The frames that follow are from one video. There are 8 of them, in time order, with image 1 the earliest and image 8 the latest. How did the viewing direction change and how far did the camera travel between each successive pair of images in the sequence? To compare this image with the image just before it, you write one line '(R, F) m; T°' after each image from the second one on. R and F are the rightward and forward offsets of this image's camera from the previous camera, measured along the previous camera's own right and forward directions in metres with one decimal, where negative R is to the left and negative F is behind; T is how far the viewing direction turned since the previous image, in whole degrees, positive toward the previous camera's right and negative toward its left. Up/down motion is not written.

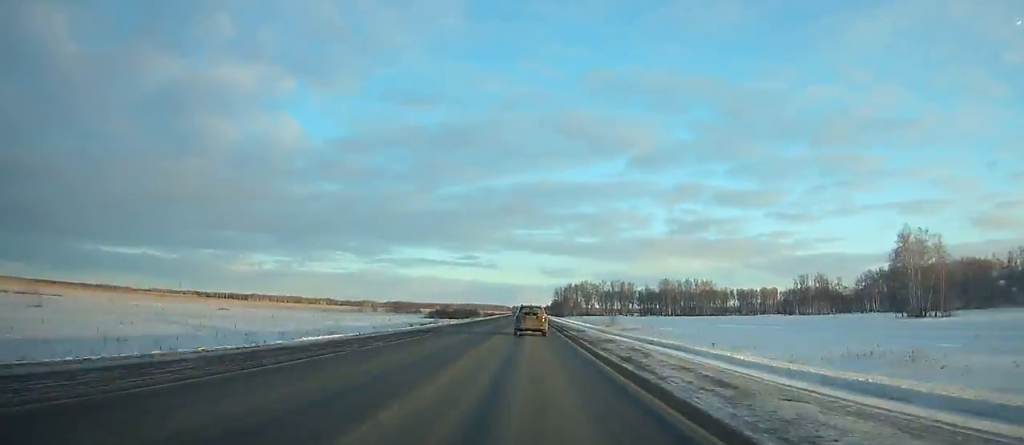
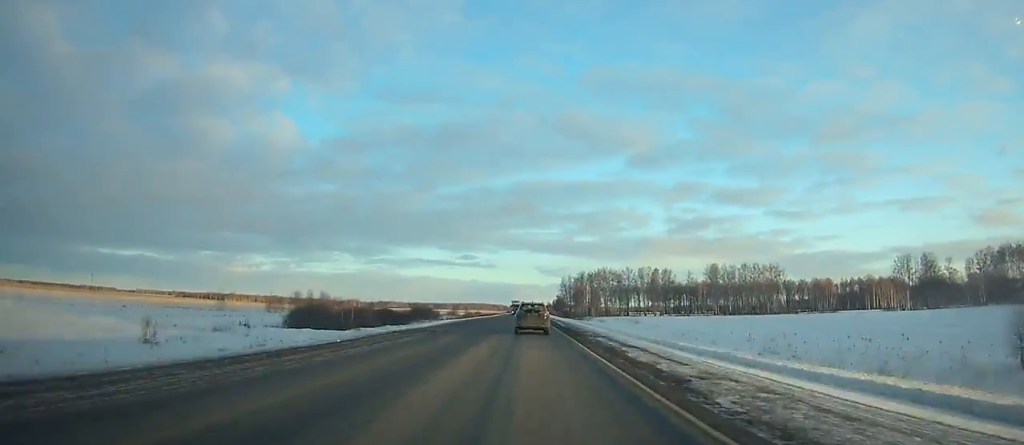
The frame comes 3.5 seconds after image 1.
(0.0, +105.8) m; 0°
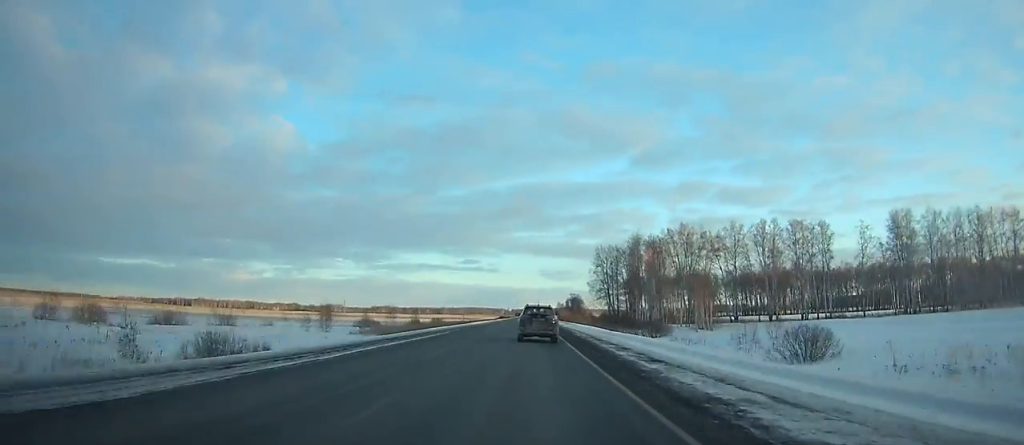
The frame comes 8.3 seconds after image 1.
(+0.1, +145.2) m; 0°
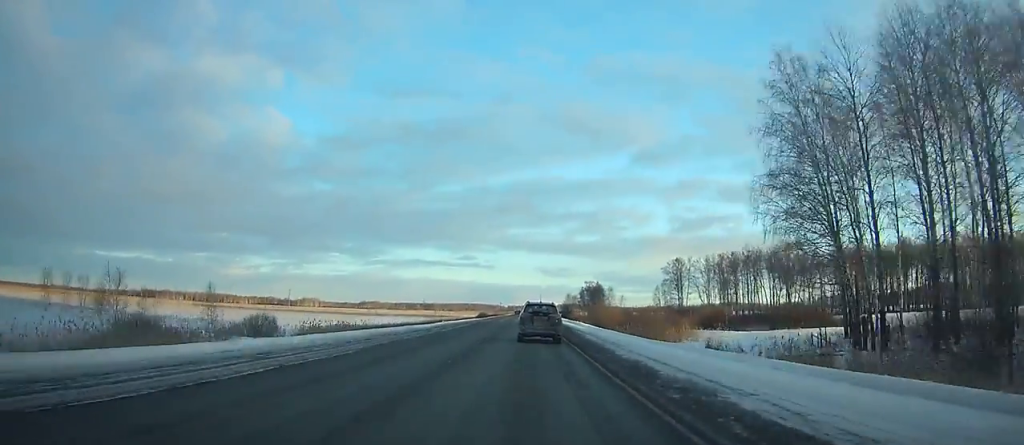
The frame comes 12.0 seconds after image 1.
(-0.1, +111.0) m; 0°
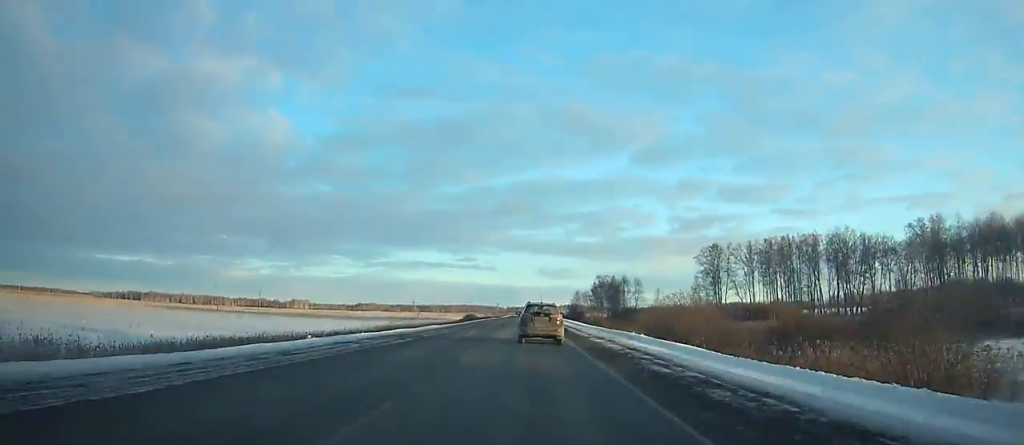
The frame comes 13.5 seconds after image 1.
(0.0, +44.8) m; 0°
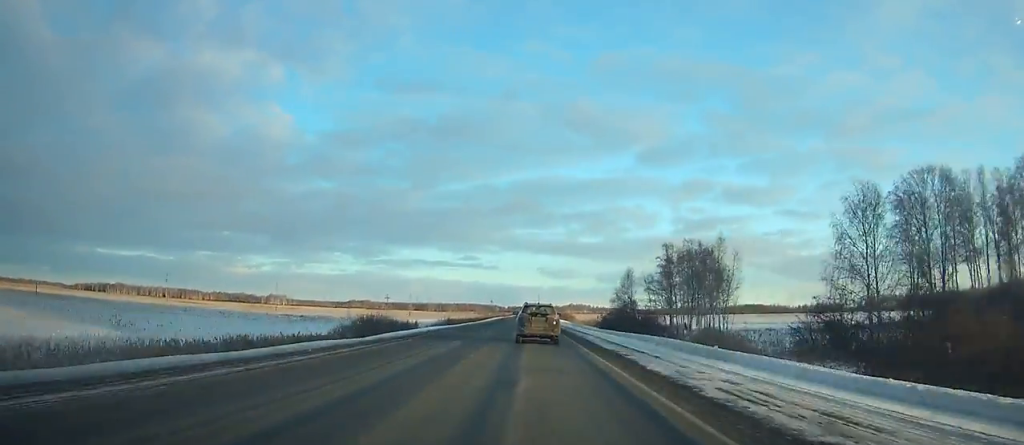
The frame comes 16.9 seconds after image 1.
(+0.1, +101.2) m; 0°
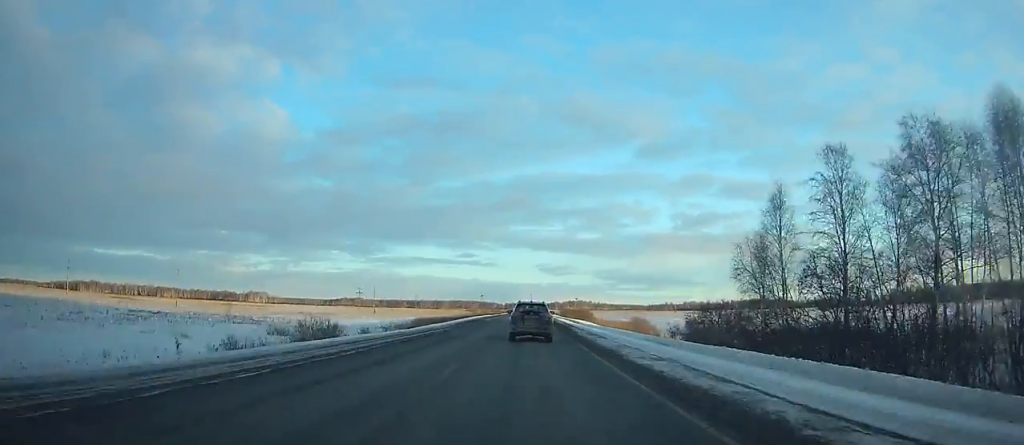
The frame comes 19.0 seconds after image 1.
(0.0, +62.5) m; 0°
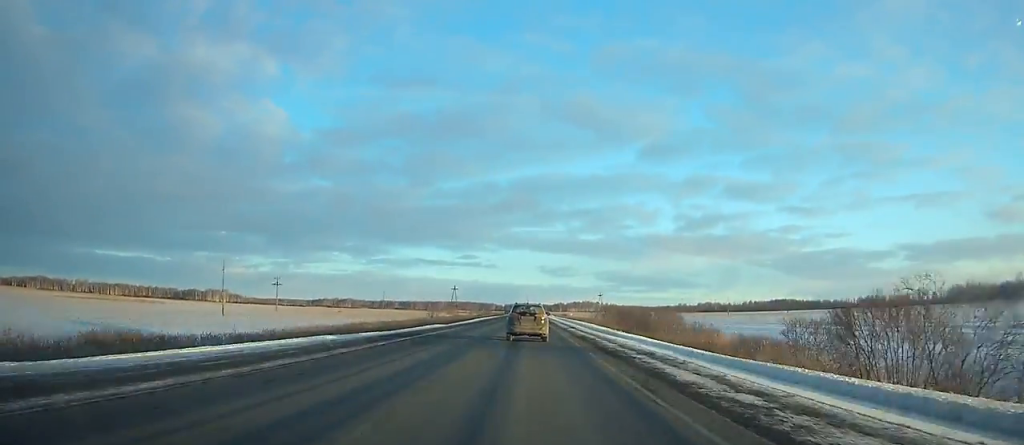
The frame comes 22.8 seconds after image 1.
(0.0, +113.6) m; 0°
